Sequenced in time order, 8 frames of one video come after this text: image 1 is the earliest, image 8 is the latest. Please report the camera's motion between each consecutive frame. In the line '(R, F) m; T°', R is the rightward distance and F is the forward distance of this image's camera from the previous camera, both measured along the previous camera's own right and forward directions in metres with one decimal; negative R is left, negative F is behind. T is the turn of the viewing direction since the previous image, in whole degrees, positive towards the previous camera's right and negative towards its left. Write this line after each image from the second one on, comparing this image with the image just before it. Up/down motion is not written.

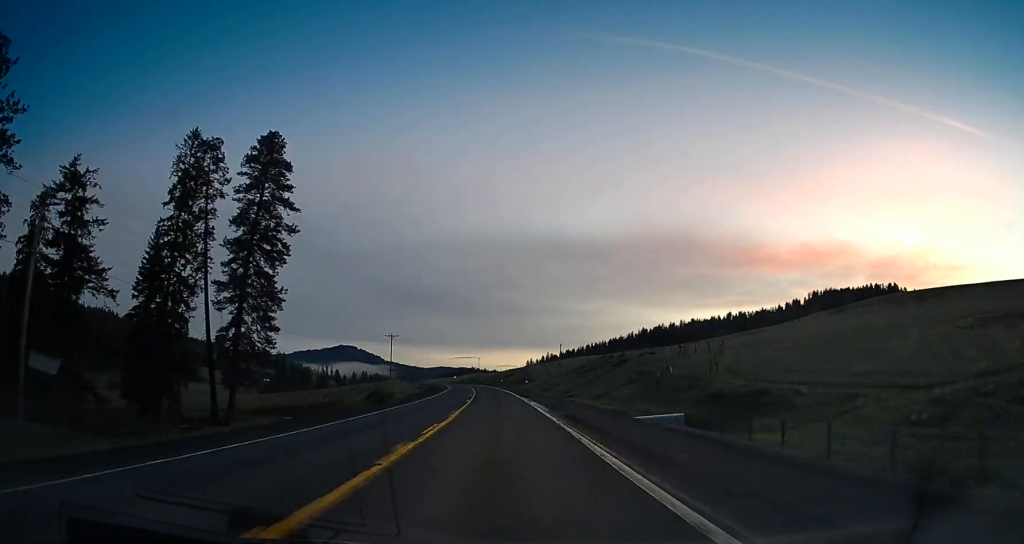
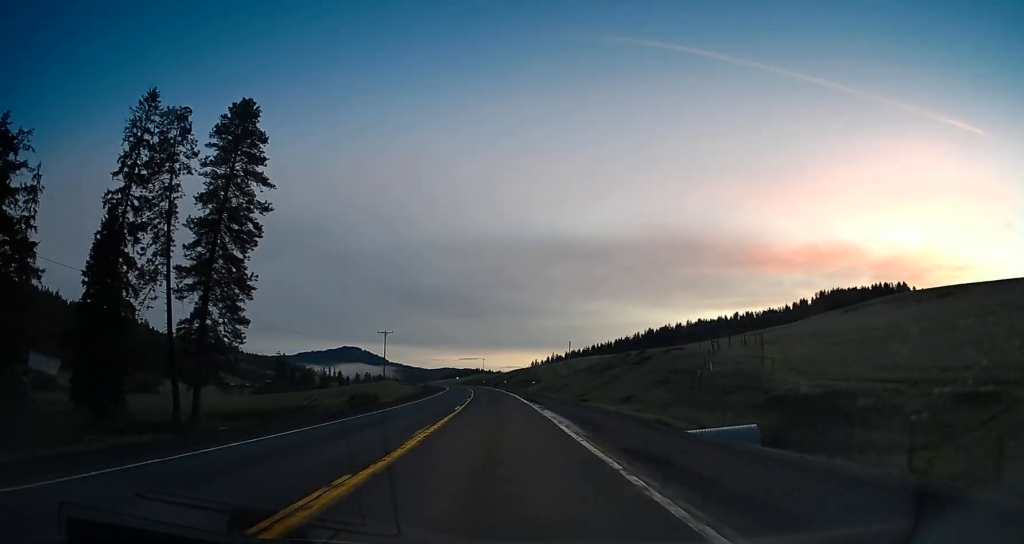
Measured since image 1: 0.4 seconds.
(+0.1, +11.6) m; 0°
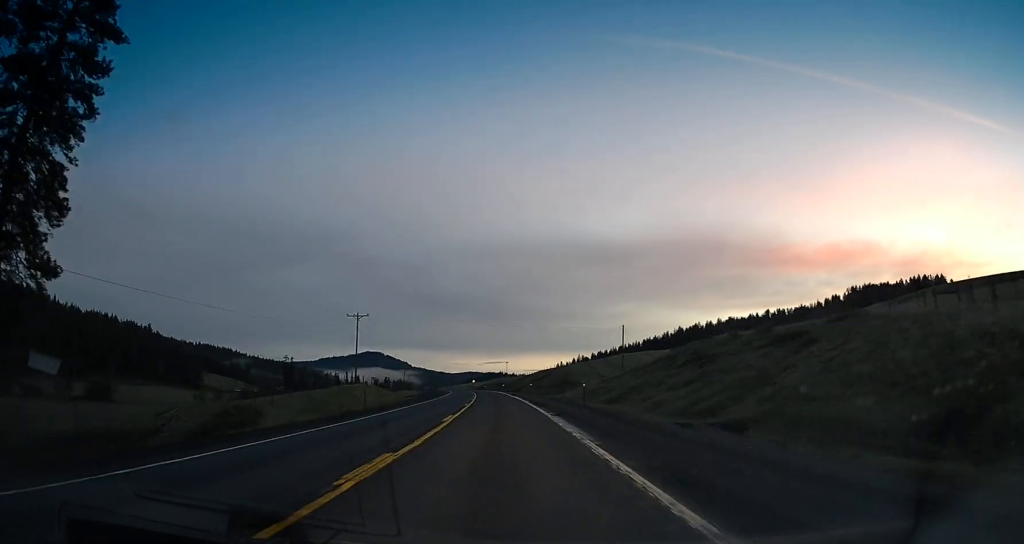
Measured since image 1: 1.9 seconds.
(-0.7, +38.1) m; -1°
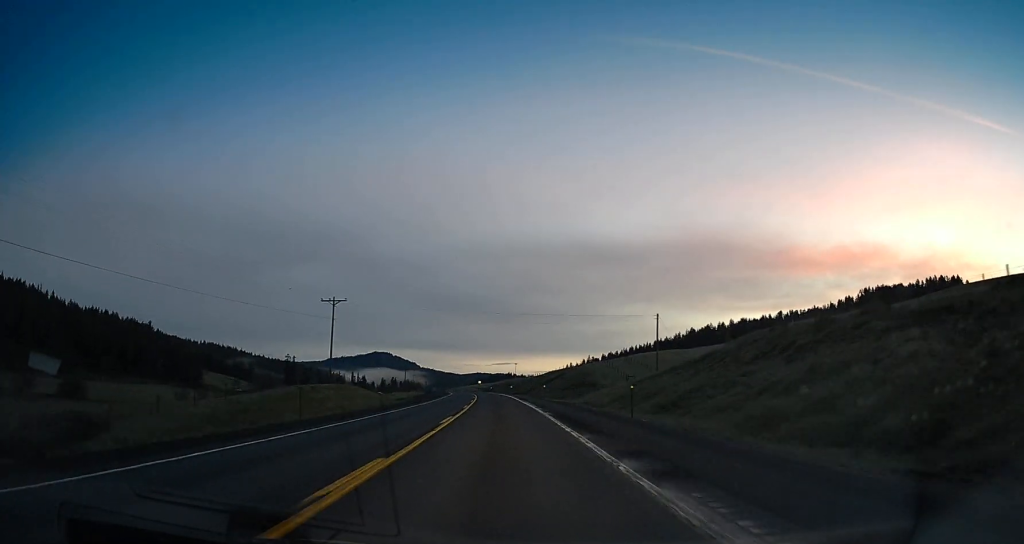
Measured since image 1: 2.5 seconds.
(0.0, +15.9) m; 0°
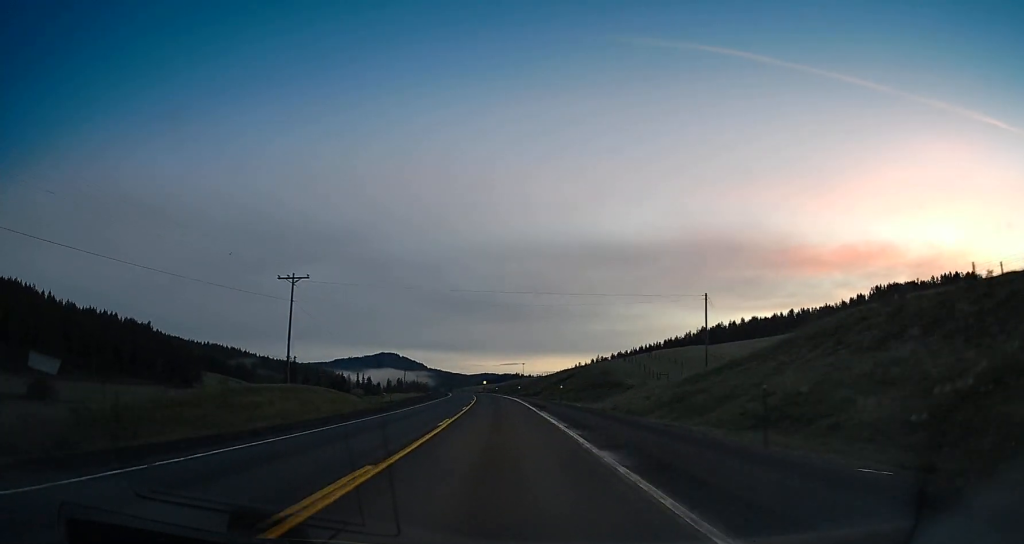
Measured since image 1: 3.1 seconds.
(0.0, +15.9) m; -1°
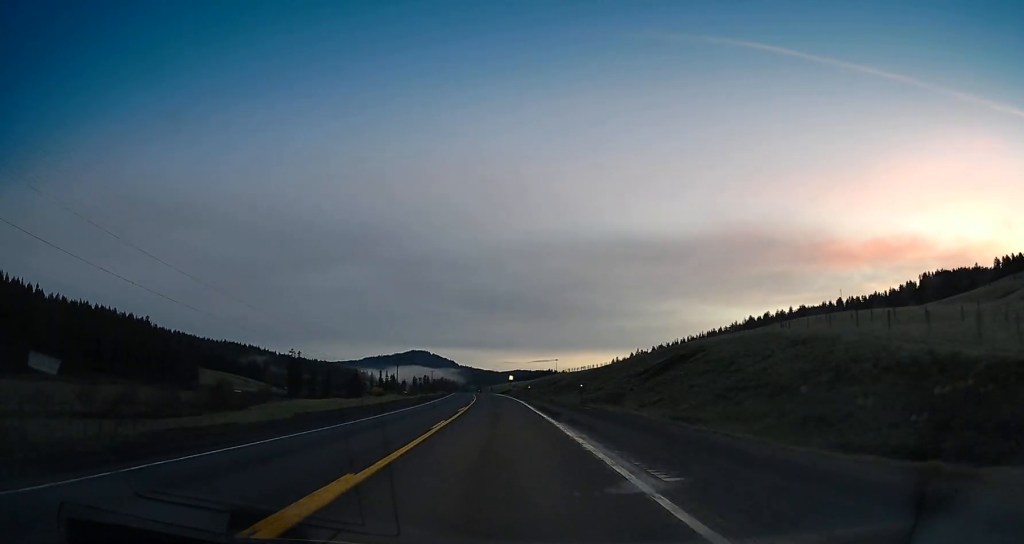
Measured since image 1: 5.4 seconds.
(-1.5, +61.1) m; -2°
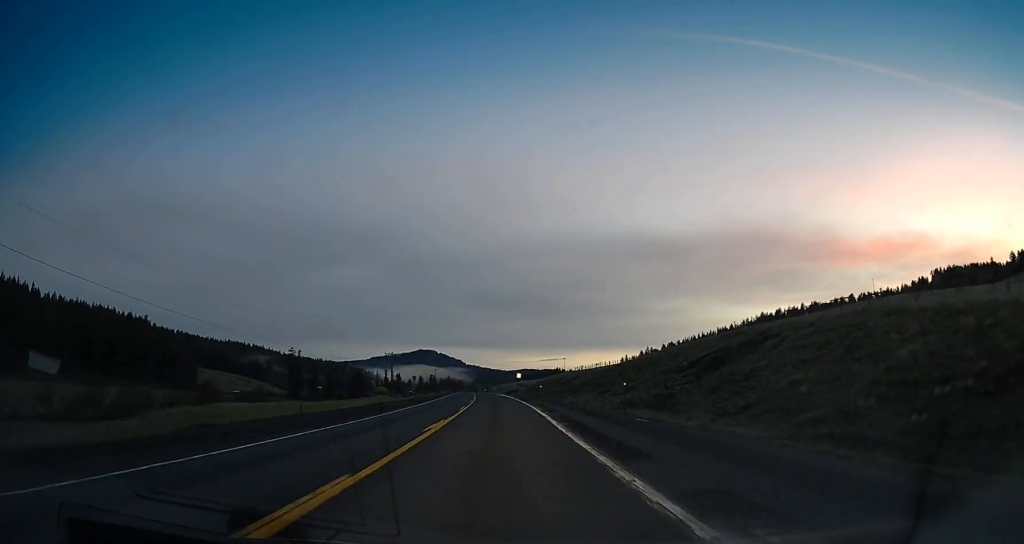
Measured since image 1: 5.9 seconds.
(-0.4, +15.1) m; -1°
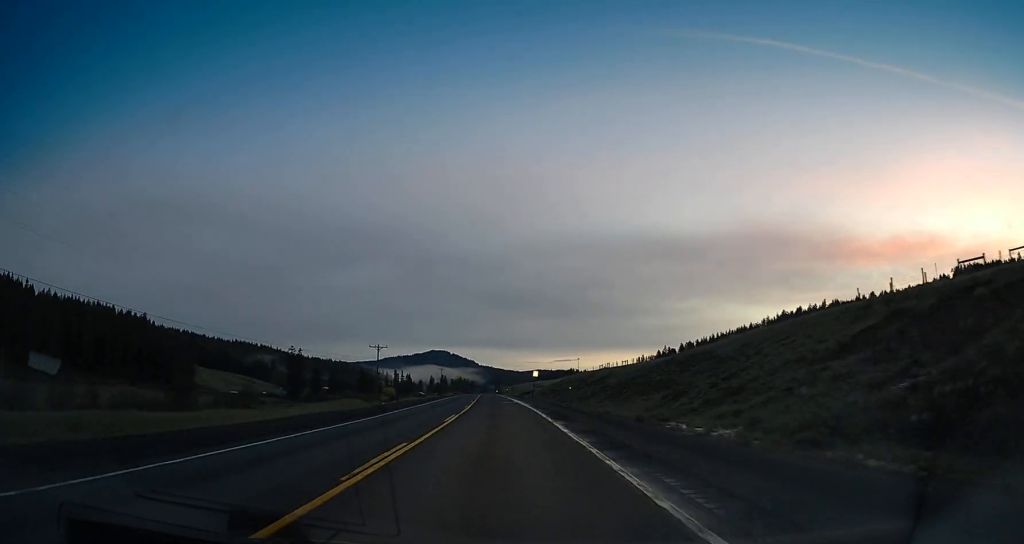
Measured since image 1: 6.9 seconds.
(-0.4, +24.8) m; -2°
